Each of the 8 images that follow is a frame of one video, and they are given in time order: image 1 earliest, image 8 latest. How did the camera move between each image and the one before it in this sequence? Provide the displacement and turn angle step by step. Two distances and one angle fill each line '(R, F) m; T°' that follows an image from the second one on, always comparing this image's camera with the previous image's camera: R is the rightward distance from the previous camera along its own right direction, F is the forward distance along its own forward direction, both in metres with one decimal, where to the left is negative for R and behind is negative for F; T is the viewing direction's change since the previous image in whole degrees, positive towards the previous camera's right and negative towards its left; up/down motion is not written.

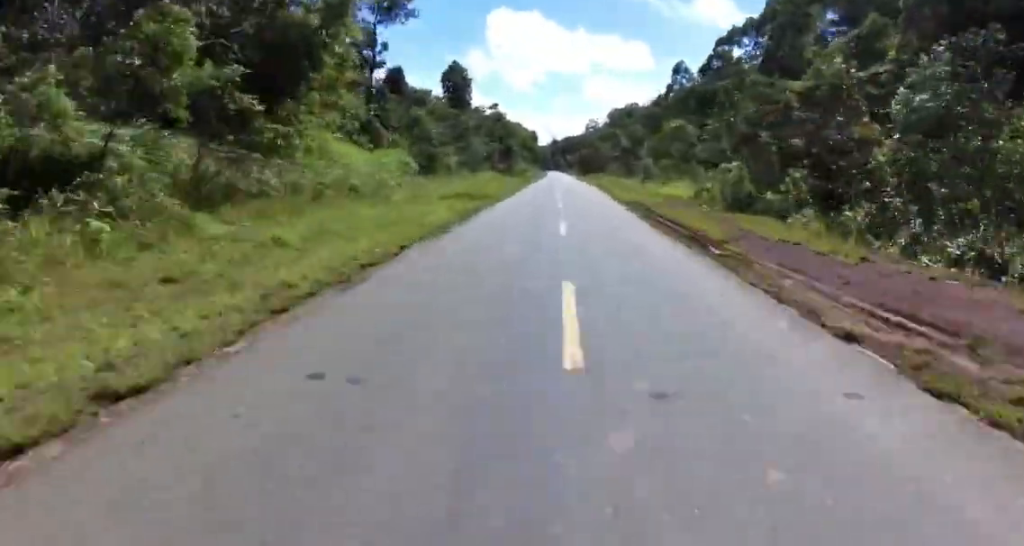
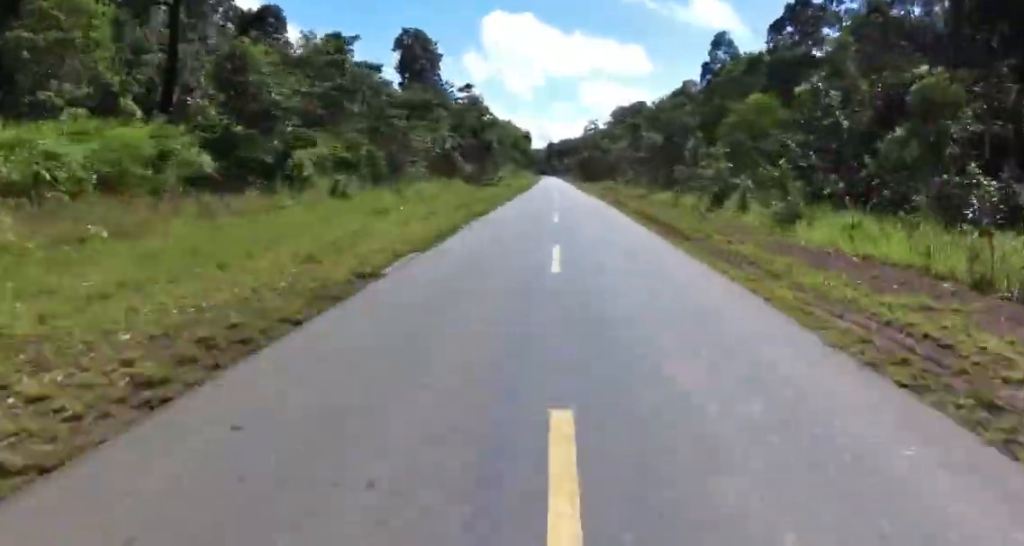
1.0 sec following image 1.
(-0.3, +29.6) m; +1°
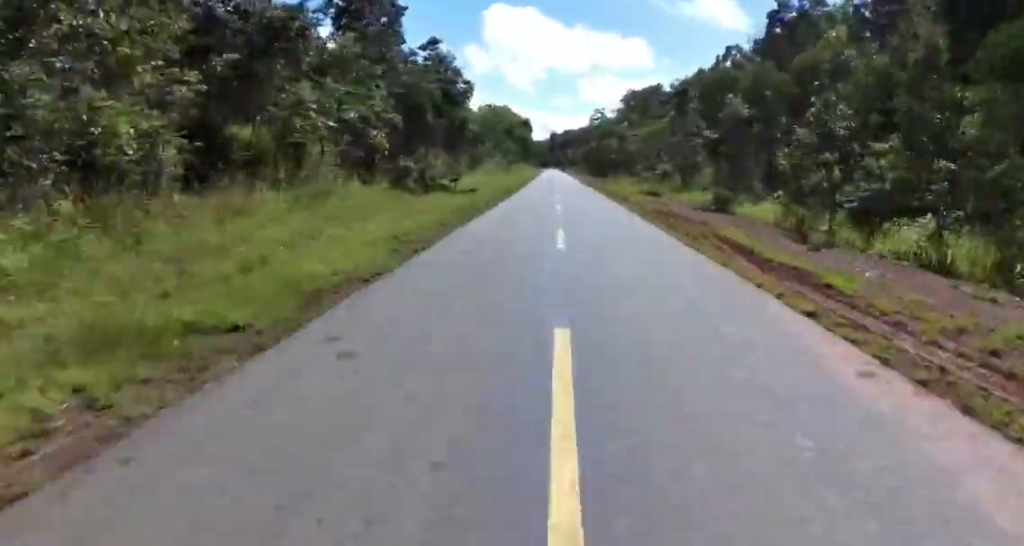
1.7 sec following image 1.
(+0.8, +23.2) m; +1°
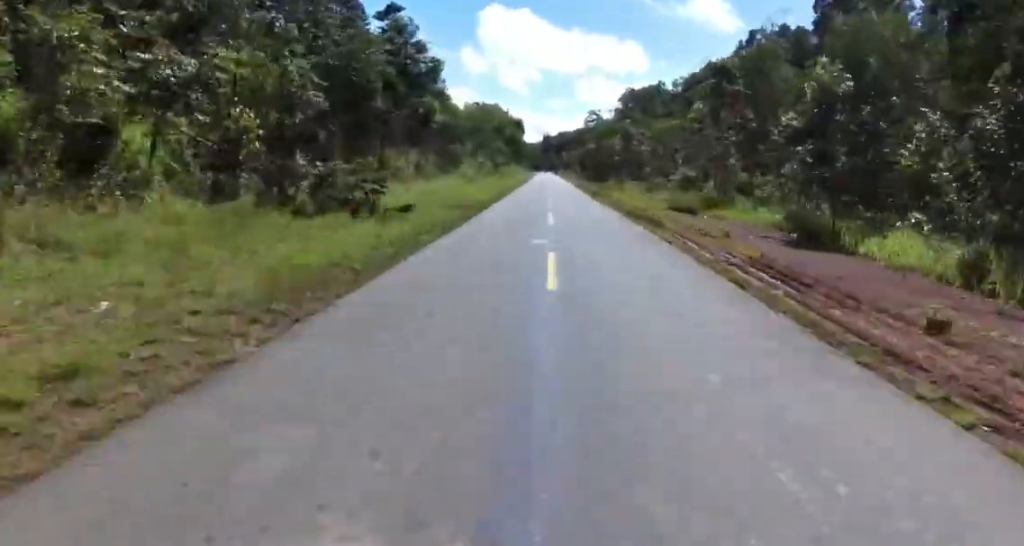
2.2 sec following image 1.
(0.0, +12.1) m; -1°
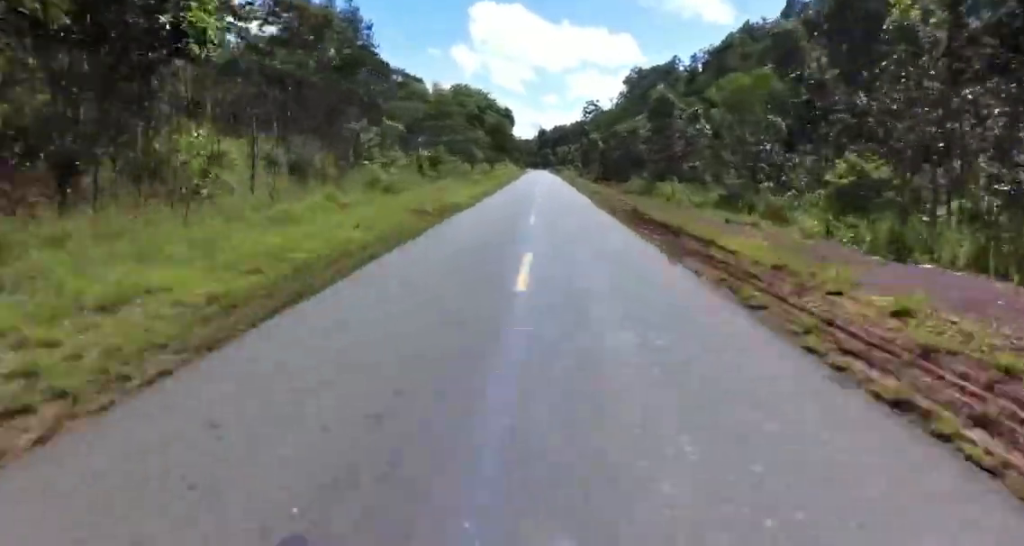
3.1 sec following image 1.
(-0.6, +26.7) m; -1°
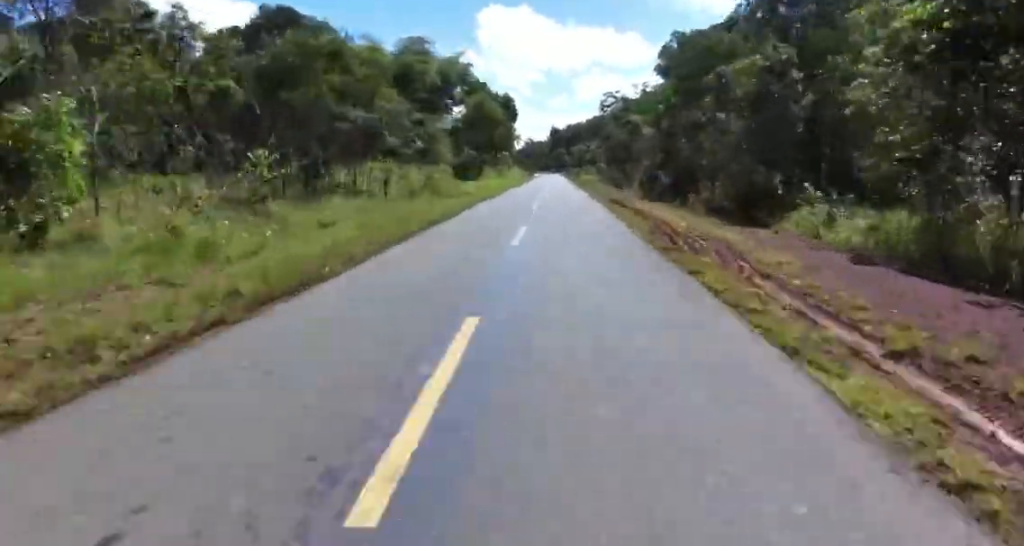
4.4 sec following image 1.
(+0.5, +37.9) m; +2°
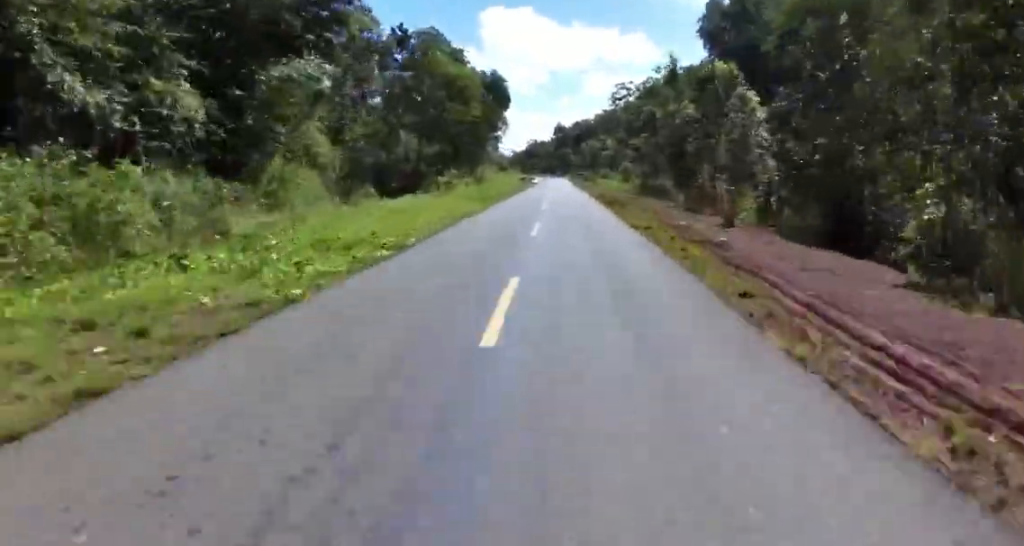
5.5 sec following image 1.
(+0.4, +31.6) m; -2°
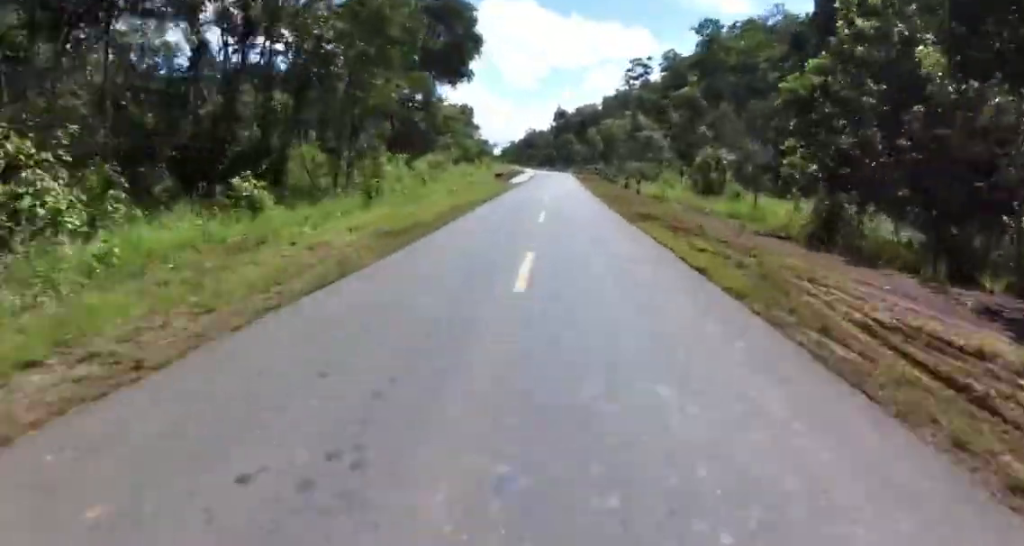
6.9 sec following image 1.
(-1.1, +40.5) m; 0°
